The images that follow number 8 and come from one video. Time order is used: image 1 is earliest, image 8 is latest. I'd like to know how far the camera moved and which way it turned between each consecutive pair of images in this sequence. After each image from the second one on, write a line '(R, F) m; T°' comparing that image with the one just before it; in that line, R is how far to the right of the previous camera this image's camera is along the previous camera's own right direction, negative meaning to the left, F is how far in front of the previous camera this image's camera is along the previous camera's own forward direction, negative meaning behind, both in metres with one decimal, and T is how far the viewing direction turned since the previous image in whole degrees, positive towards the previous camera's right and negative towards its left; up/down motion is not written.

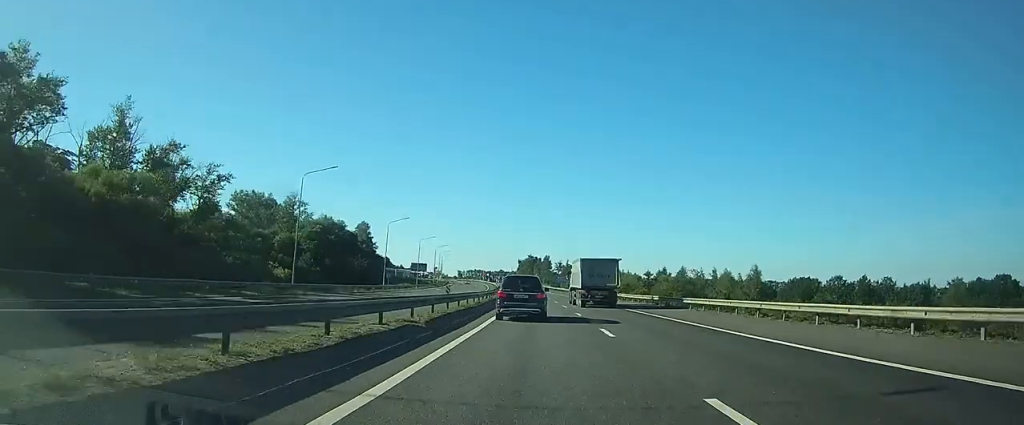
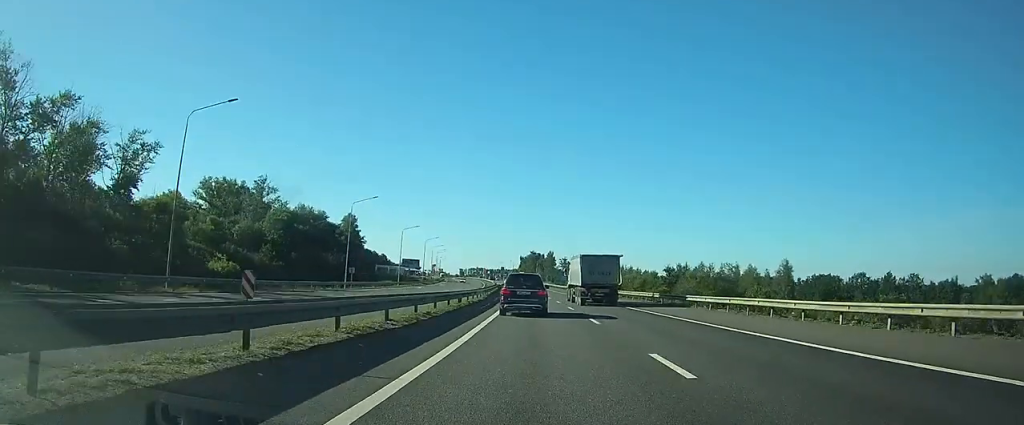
(-0.1, +19.8) m; -1°
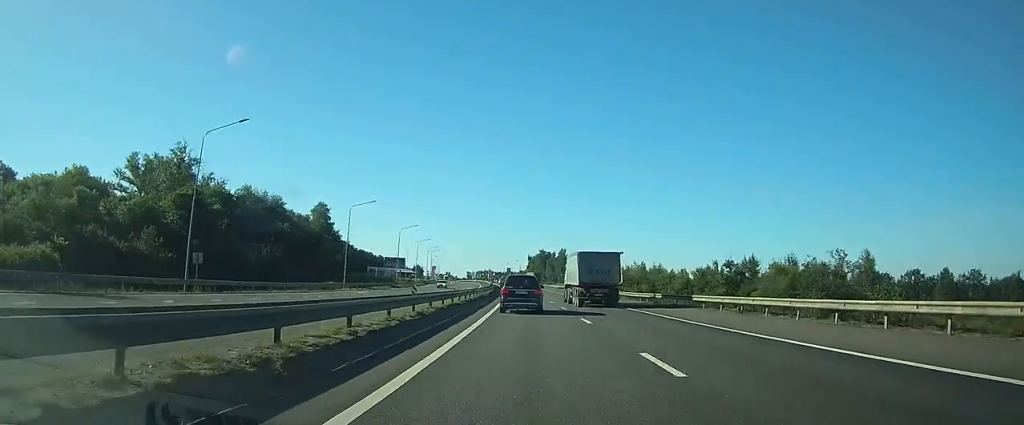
(-0.4, +36.1) m; -1°
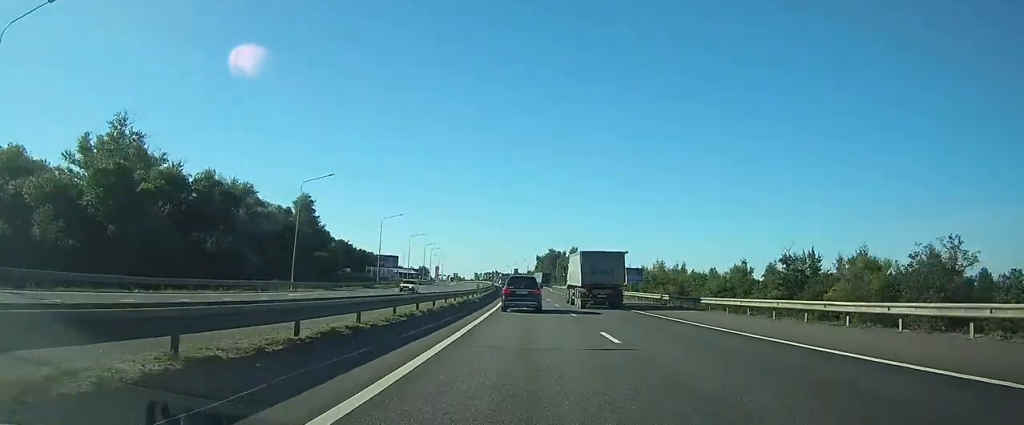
(-0.1, +19.0) m; -1°
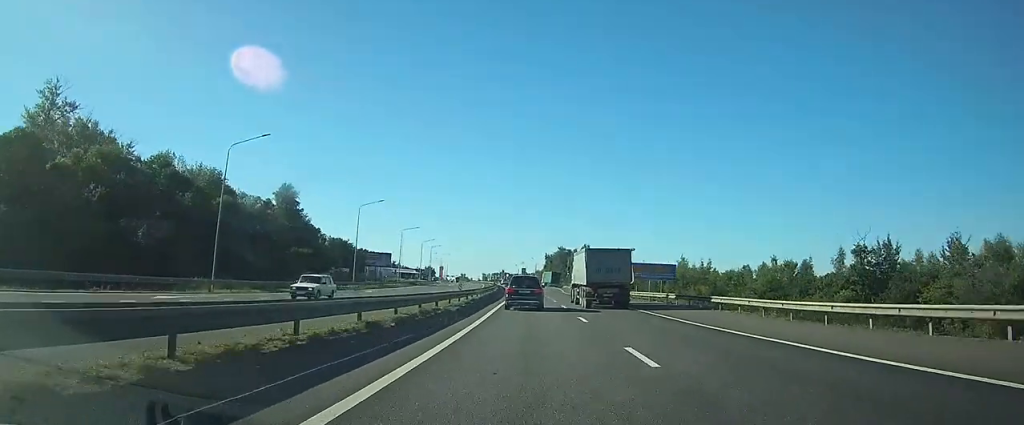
(-0.2, +16.3) m; 0°
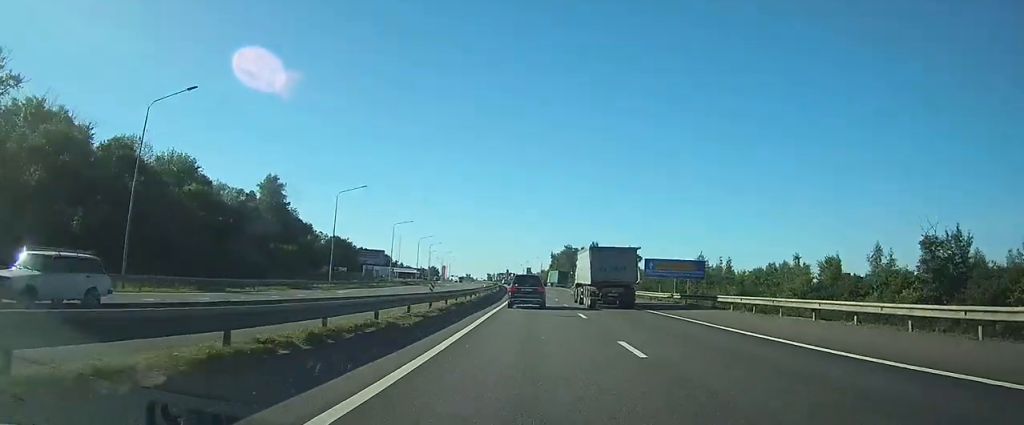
(0.0, +10.9) m; 0°
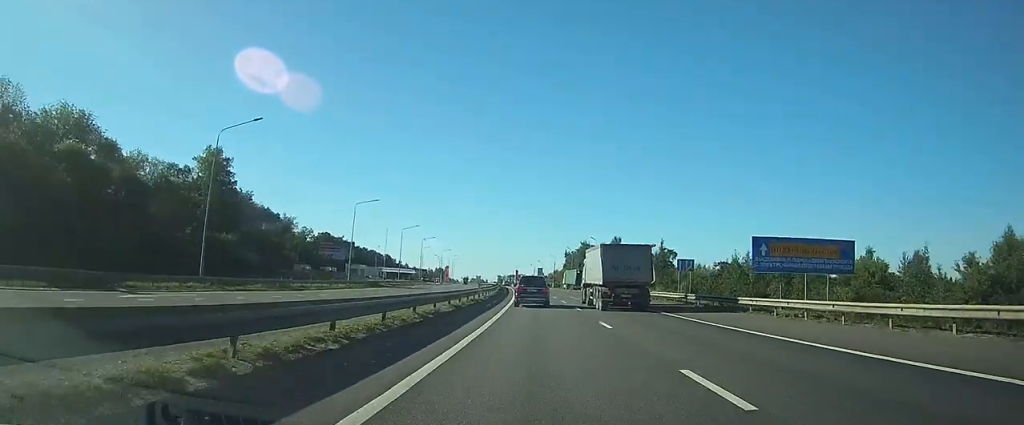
(0.0, +28.9) m; -1°
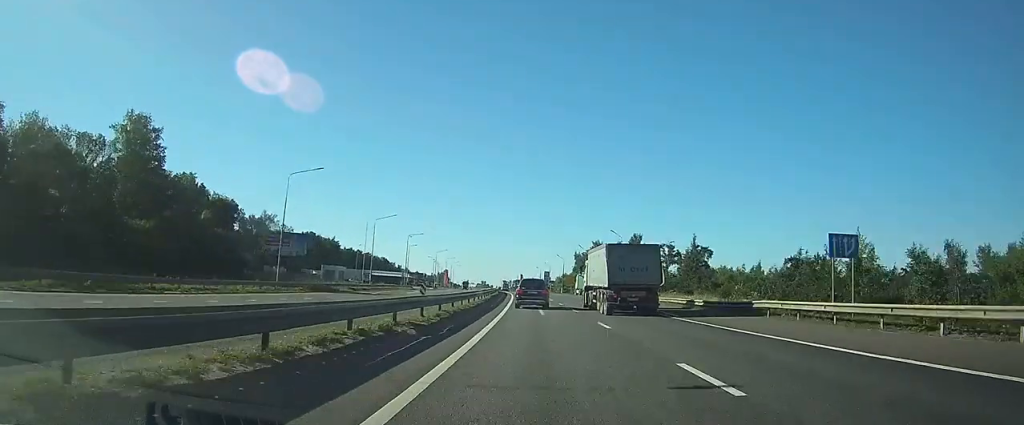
(-0.1, +23.5) m; -1°
